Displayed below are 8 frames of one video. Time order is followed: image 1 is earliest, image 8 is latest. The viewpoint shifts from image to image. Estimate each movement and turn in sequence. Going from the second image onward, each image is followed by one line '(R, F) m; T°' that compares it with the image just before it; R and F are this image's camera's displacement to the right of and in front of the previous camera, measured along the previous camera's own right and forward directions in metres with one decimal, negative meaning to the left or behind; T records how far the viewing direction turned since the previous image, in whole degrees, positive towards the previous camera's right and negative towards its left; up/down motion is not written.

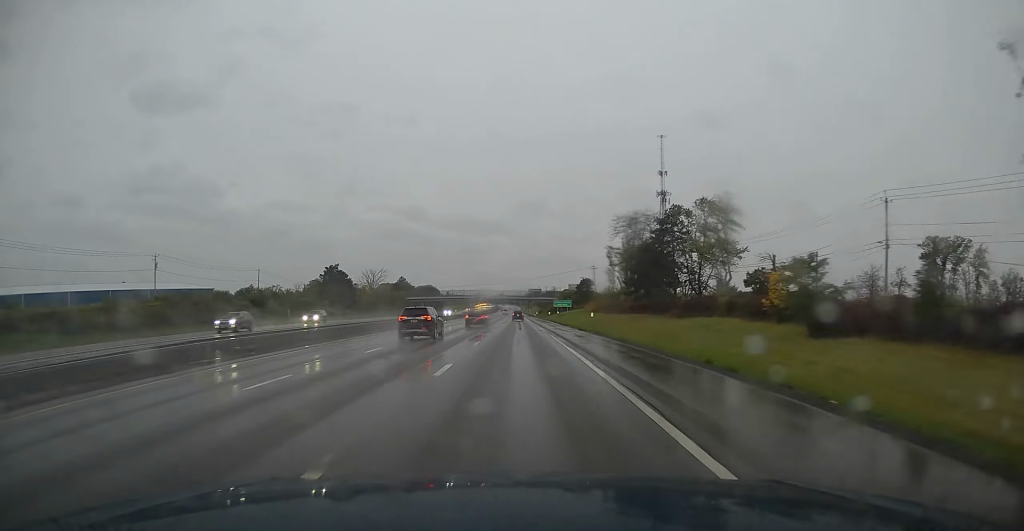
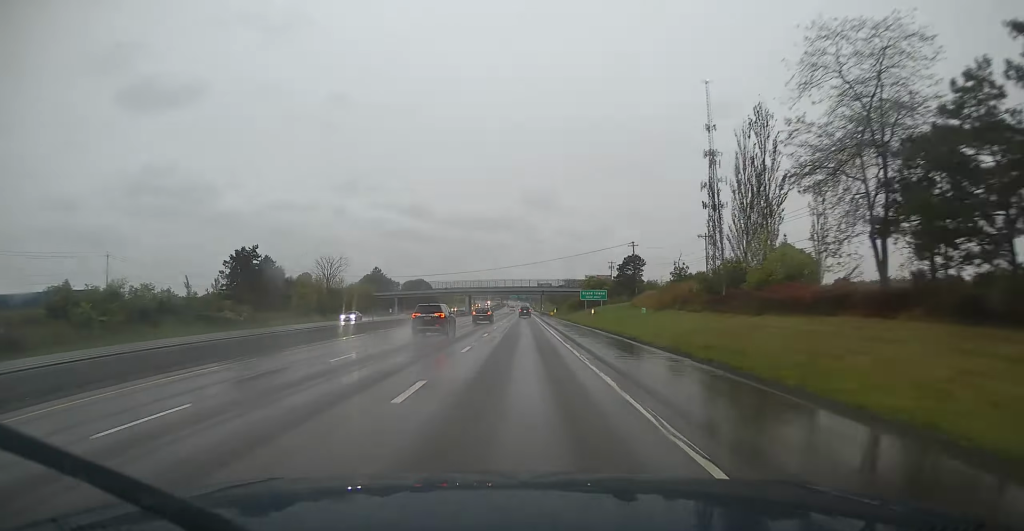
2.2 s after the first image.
(-0.5, +68.9) m; 0°
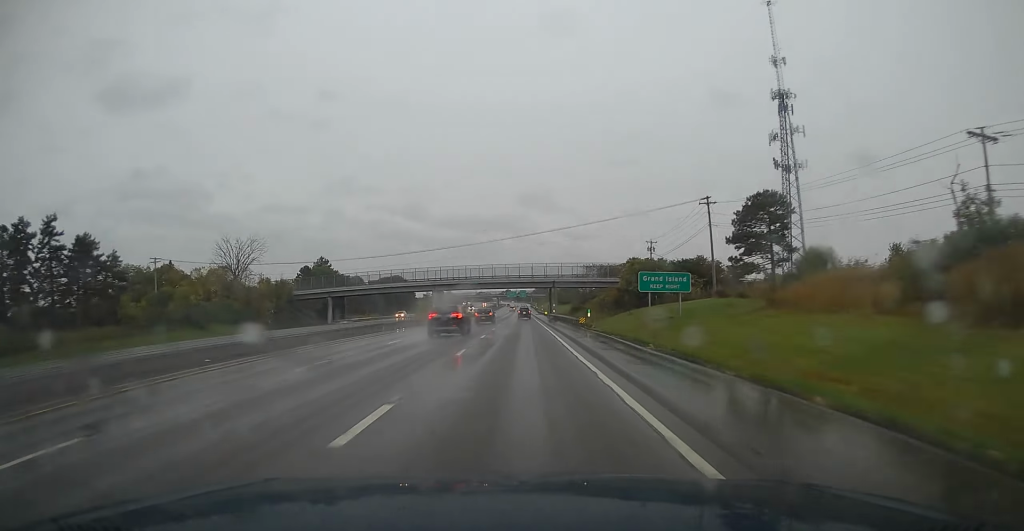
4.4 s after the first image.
(-0.3, +66.8) m; 0°
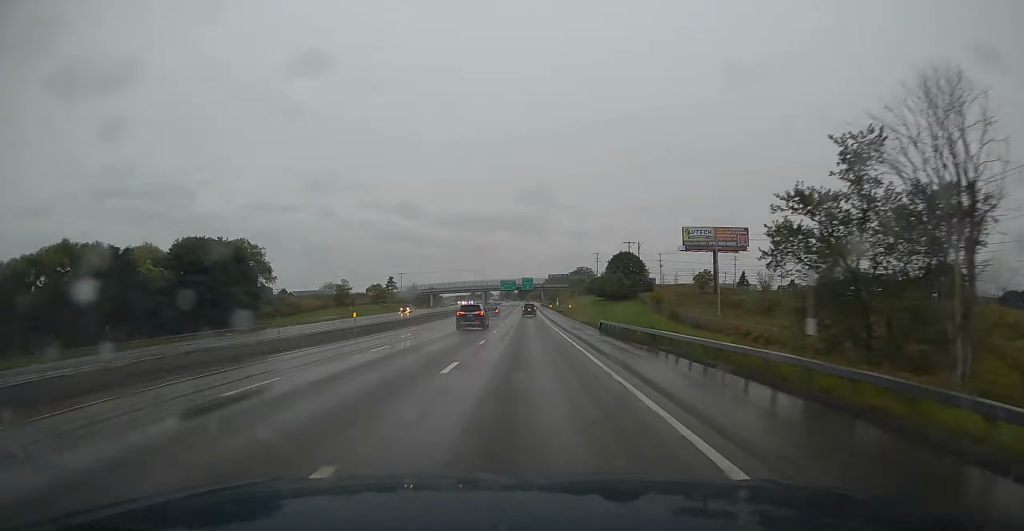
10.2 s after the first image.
(-0.8, +154.5) m; 0°
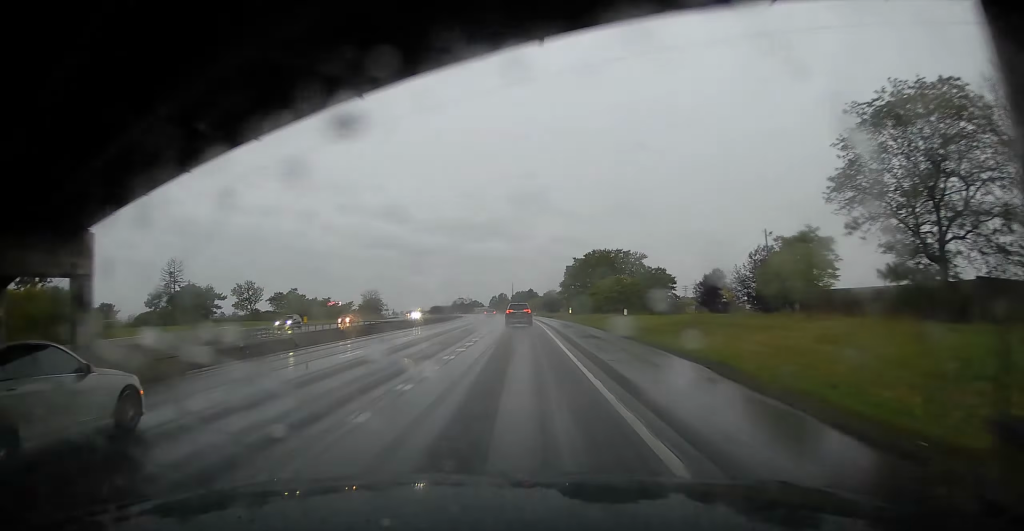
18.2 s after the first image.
(-0.4, +214.8) m; -2°
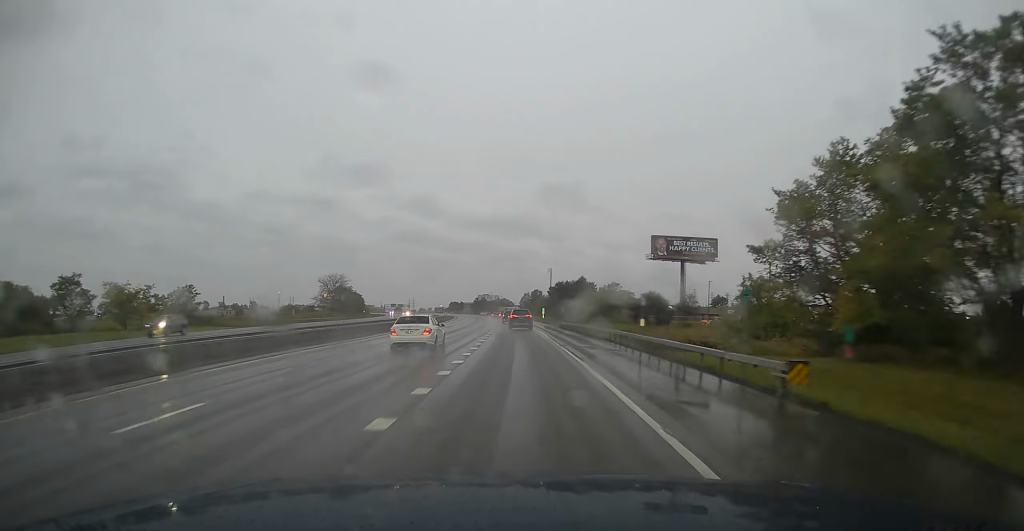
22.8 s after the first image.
(-2.7, +128.3) m; -4°
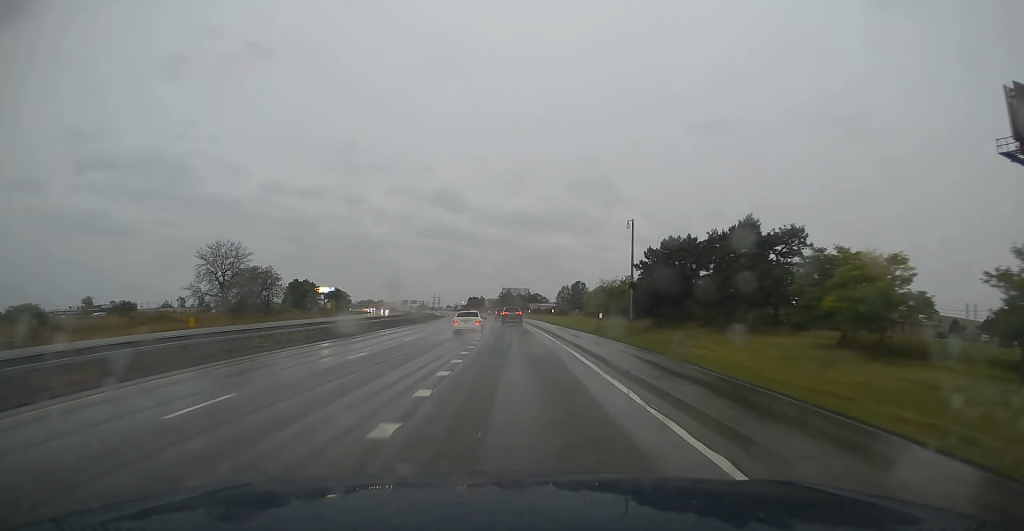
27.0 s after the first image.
(-4.1, +131.5) m; -4°
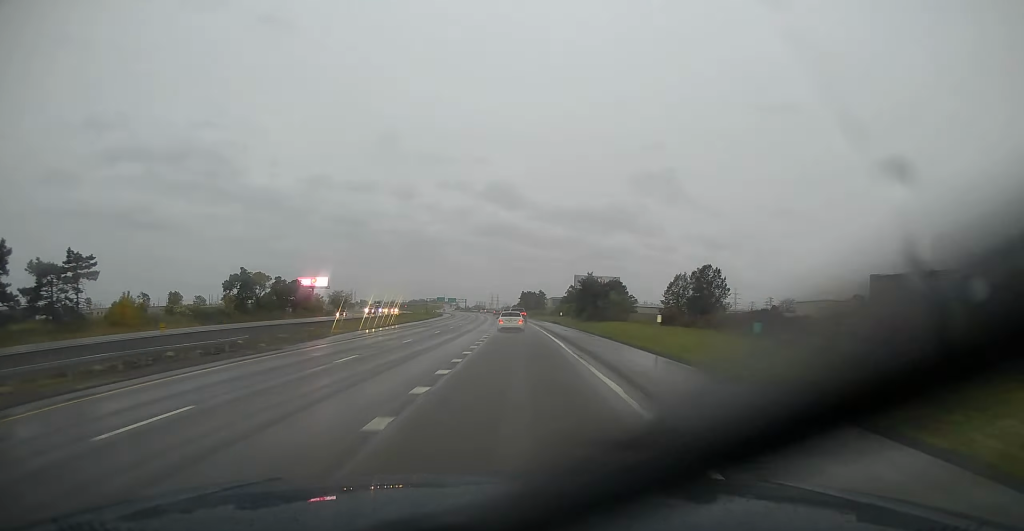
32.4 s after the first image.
(-9.7, +210.0) m; -5°
